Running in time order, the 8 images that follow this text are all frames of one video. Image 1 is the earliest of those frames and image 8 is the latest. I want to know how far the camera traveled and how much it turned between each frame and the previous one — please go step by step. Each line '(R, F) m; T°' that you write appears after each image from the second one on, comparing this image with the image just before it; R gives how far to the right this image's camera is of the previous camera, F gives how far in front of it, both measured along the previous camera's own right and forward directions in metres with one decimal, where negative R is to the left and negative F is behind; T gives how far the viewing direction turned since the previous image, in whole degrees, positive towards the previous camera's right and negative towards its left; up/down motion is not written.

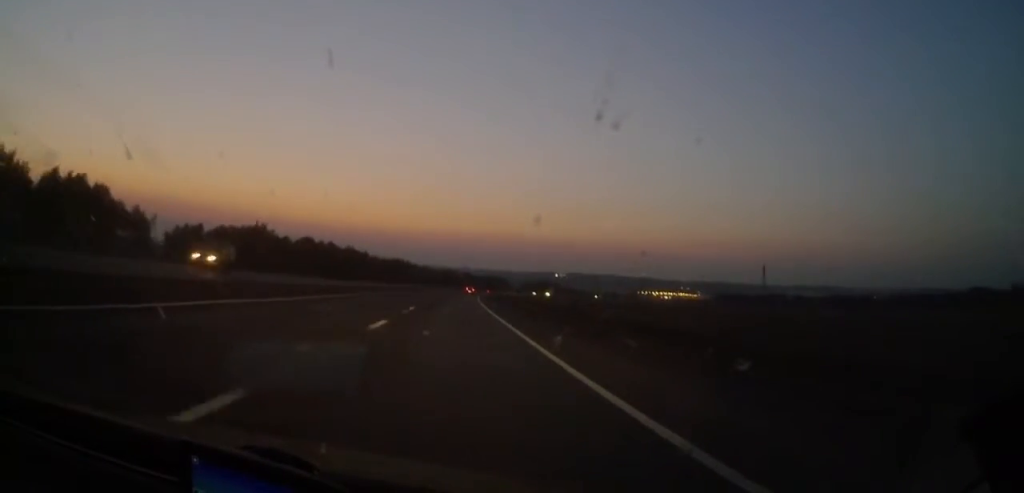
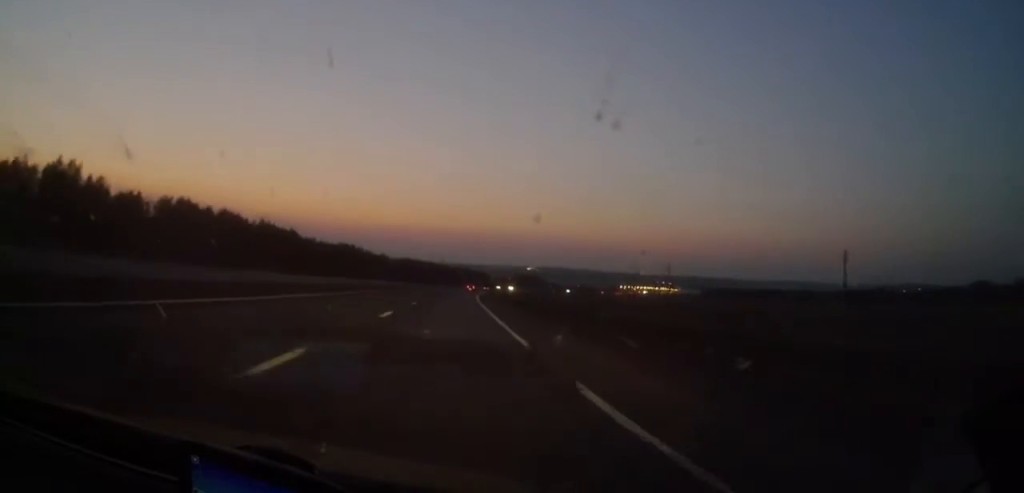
(+3.0, +98.7) m; +3°
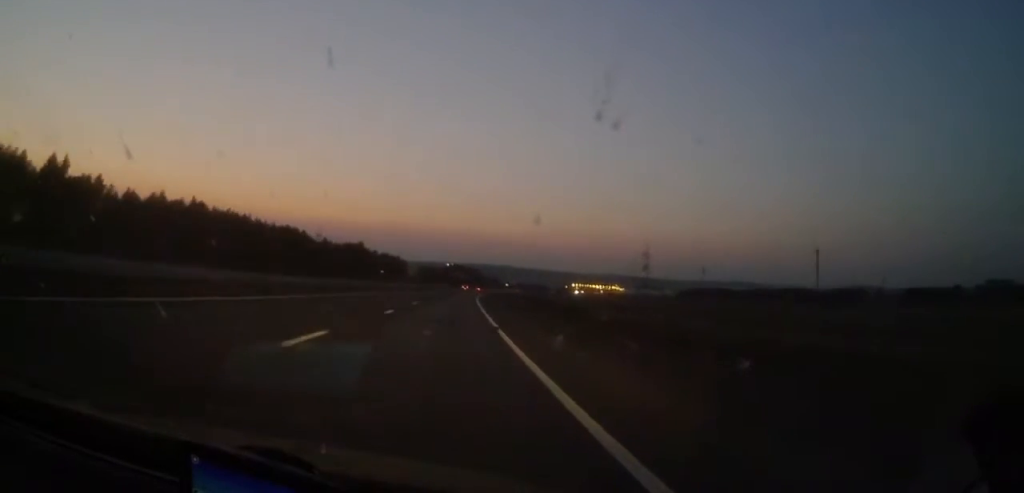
(+16.0, +250.3) m; +8°
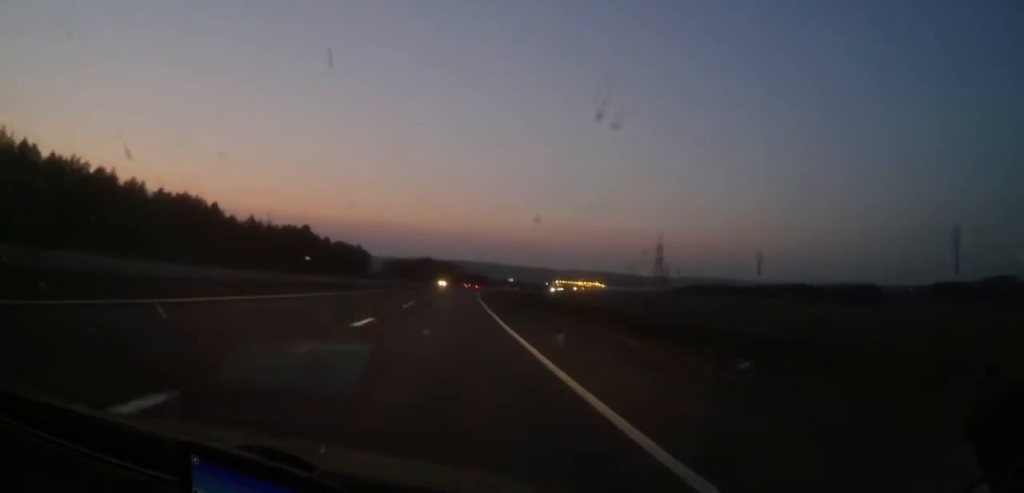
(+1.7, +66.8) m; +2°
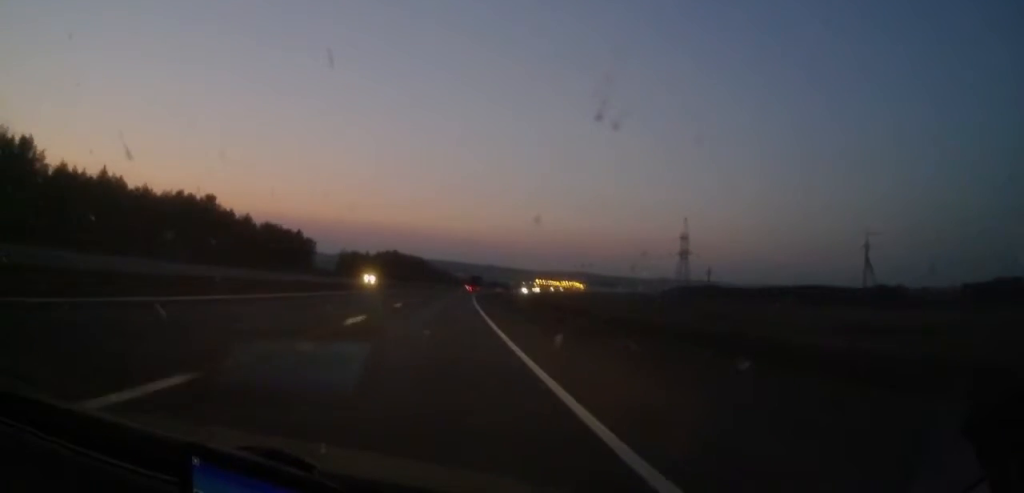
(+1.0, +70.7) m; +2°
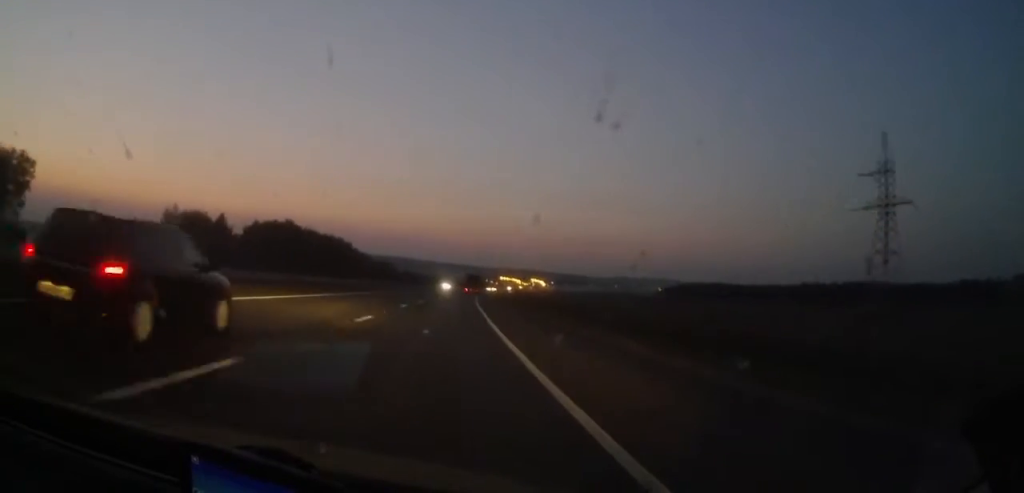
(+6.5, +154.0) m; +4°
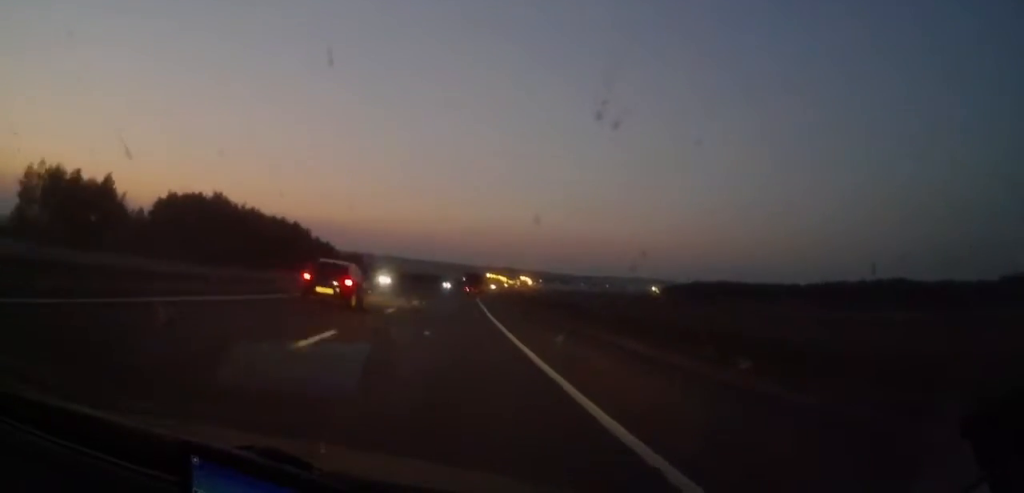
(0.0, +54.4) m; +2°
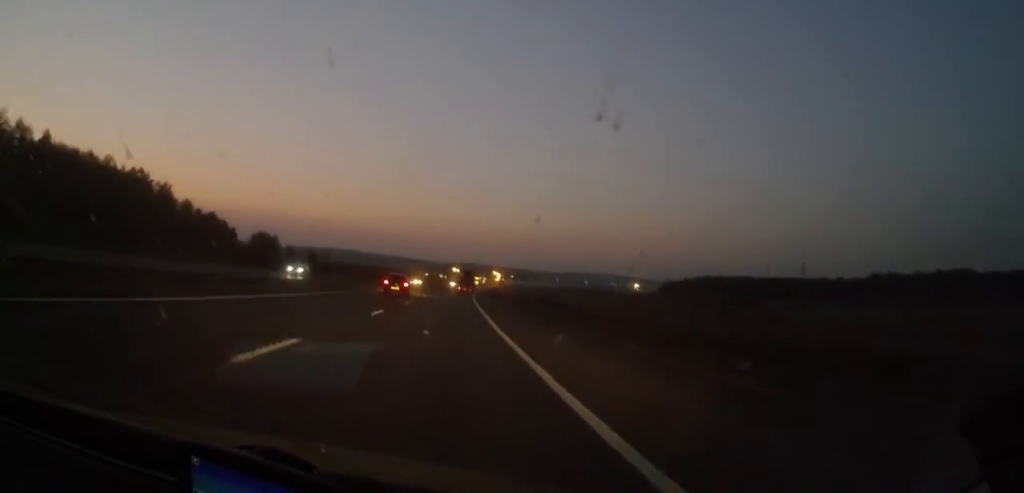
(+3.1, +96.3) m; +3°
